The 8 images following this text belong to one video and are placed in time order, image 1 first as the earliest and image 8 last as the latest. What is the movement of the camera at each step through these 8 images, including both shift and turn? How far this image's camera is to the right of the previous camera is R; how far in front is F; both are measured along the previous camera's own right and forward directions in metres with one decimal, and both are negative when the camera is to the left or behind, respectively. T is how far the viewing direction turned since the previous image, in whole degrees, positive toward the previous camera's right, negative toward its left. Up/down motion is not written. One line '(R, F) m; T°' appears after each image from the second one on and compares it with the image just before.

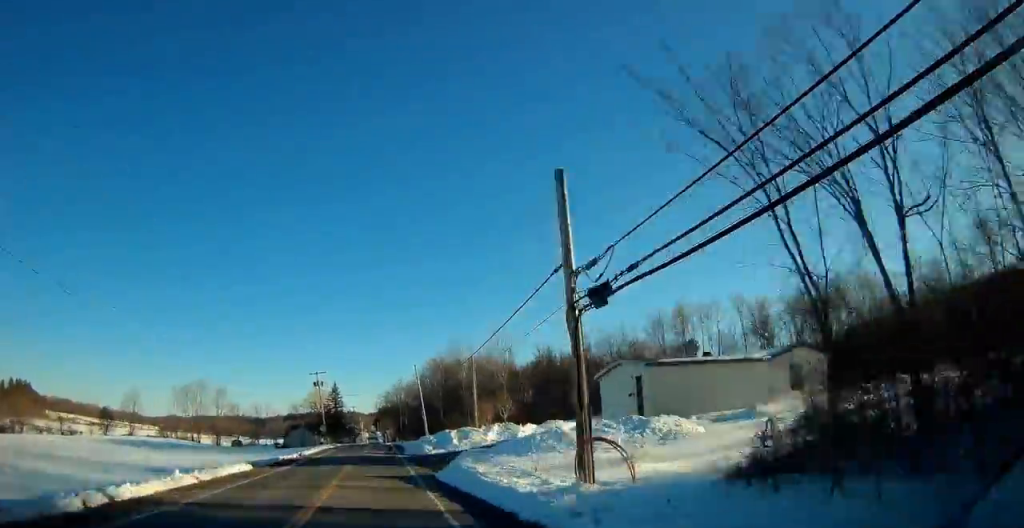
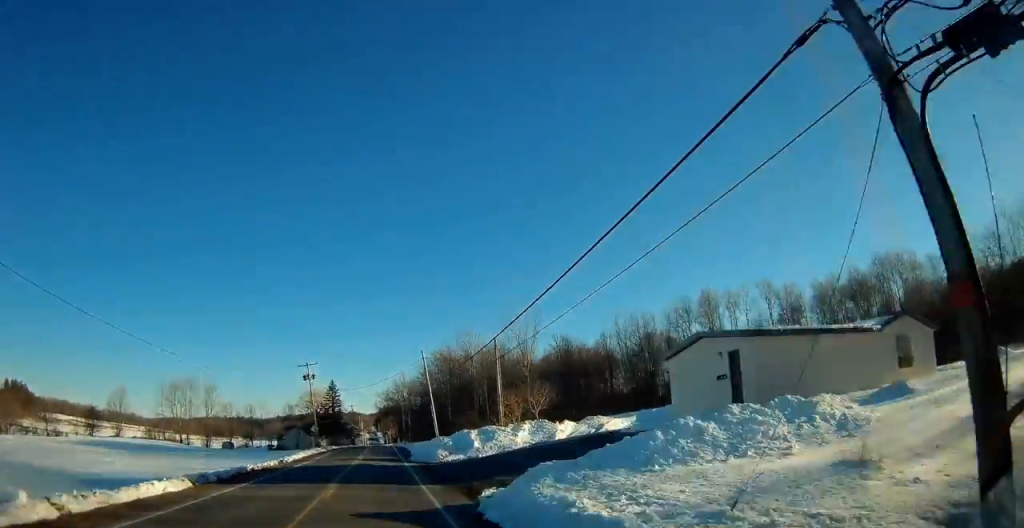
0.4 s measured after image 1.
(0.0, +10.7) m; 0°
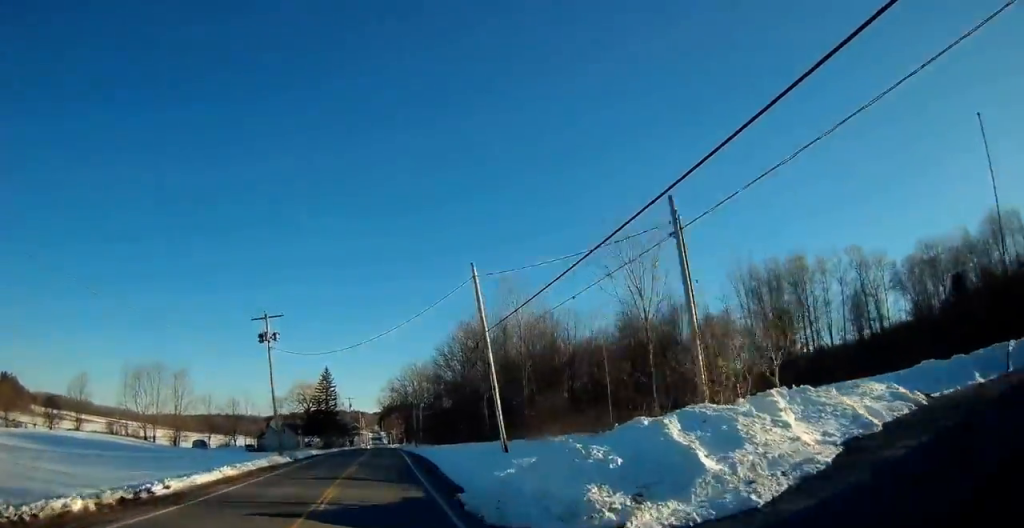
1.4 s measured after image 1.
(0.0, +26.8) m; 0°
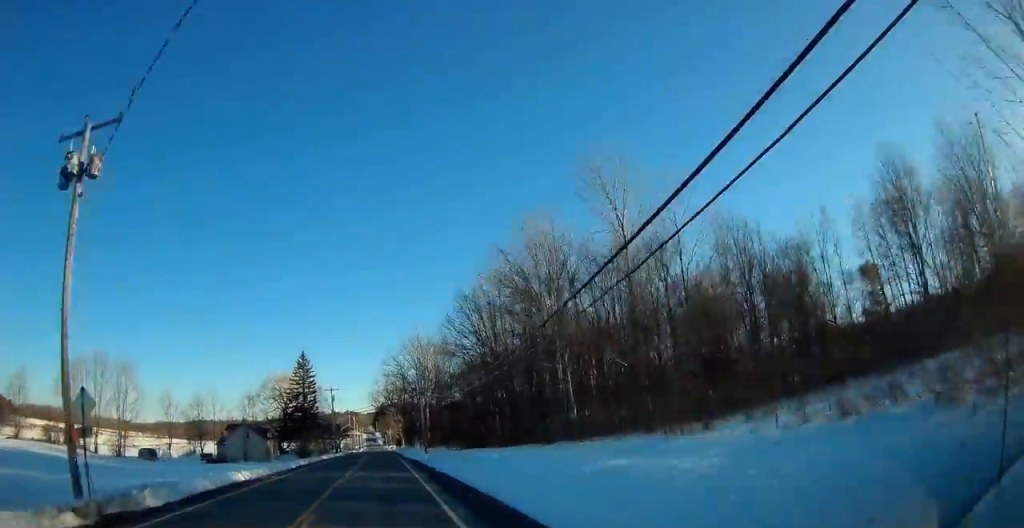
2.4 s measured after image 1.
(-0.1, +27.7) m; 0°
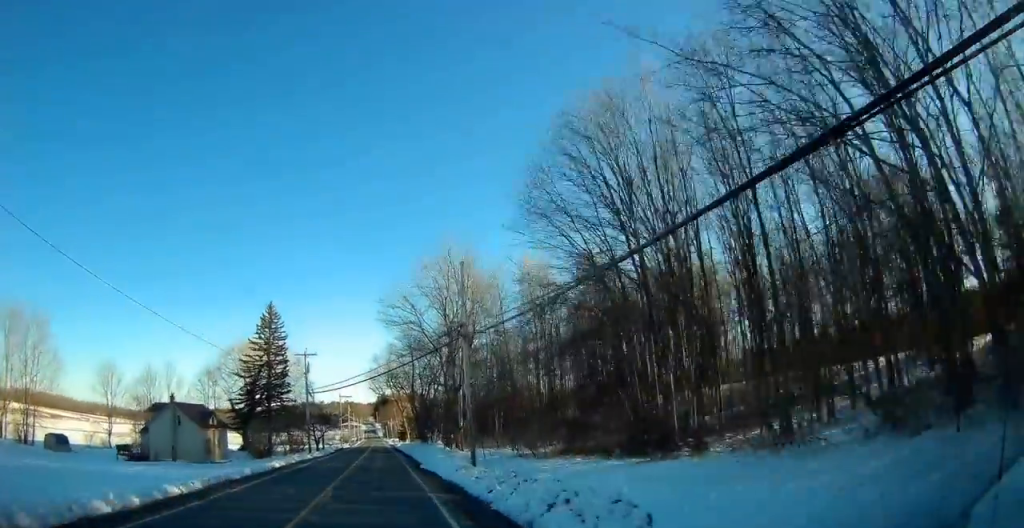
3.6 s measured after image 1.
(-0.1, +31.3) m; 0°
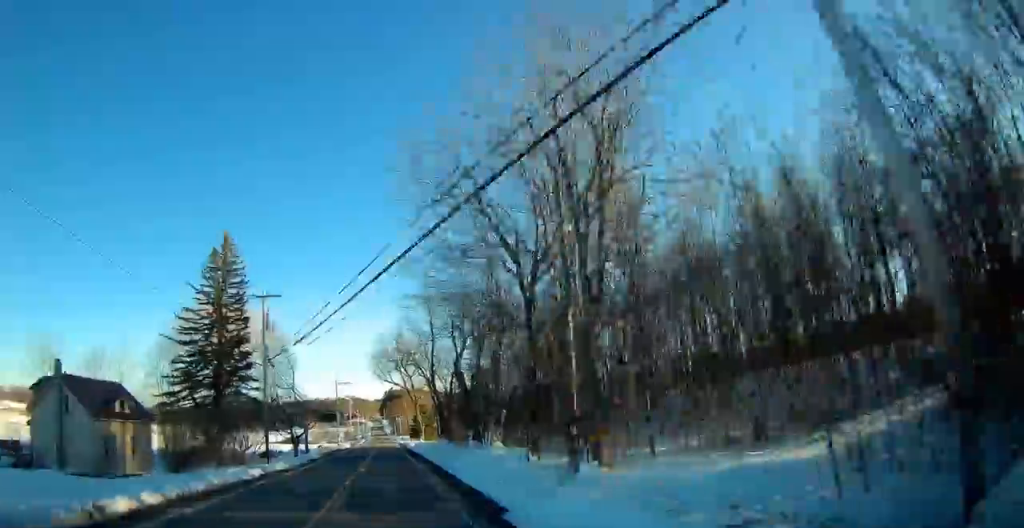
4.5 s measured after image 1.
(+0.1, +24.1) m; +2°
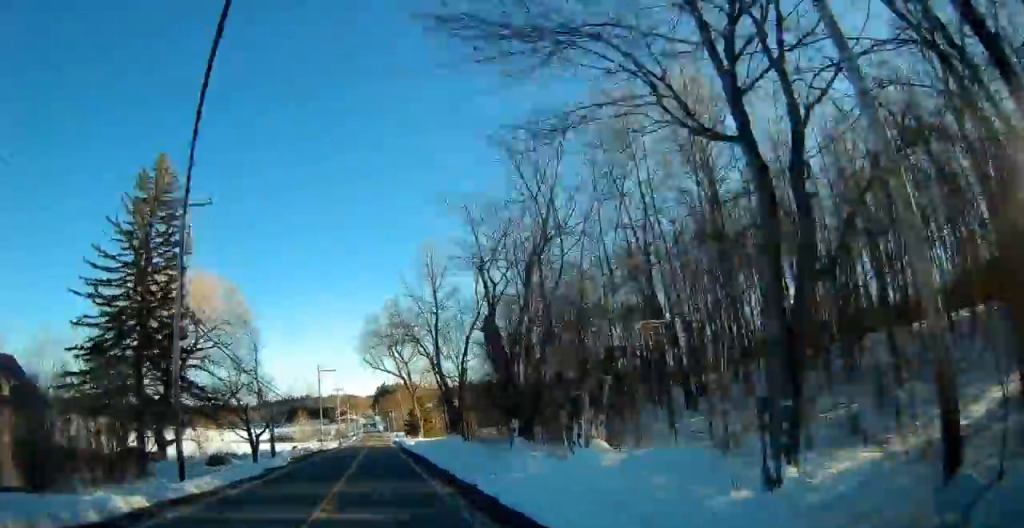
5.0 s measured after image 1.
(0.0, +14.3) m; +2°
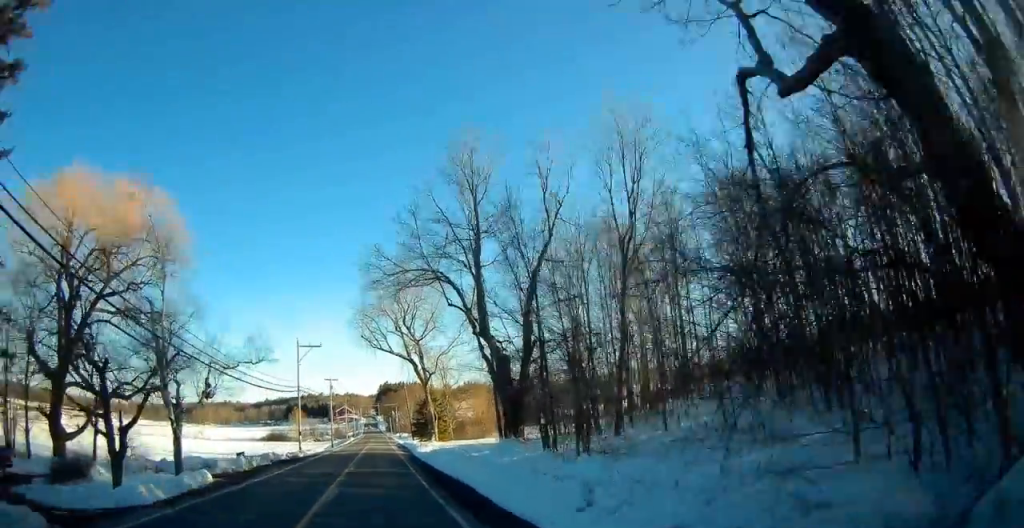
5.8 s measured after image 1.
(+0.8, +20.5) m; +2°
